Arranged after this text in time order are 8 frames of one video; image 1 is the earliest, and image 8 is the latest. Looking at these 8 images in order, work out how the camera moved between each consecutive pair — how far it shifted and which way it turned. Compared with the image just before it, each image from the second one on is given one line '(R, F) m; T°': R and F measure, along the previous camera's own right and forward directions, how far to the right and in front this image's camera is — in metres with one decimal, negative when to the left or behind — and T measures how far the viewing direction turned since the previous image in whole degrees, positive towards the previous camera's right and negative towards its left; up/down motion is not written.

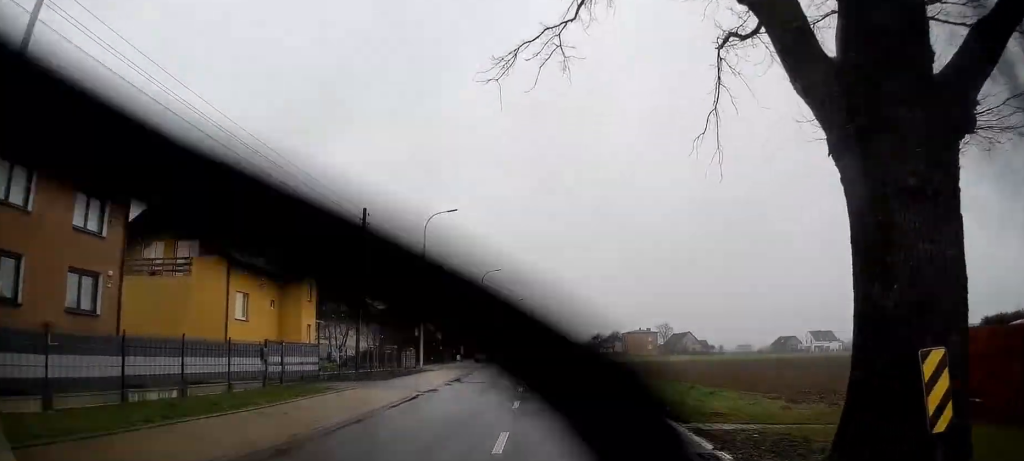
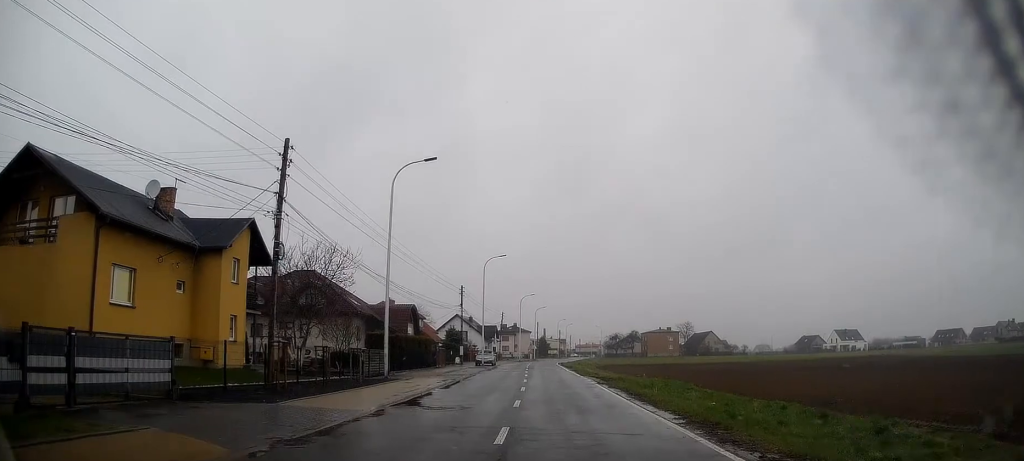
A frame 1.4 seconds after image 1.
(0.0, +11.0) m; -1°
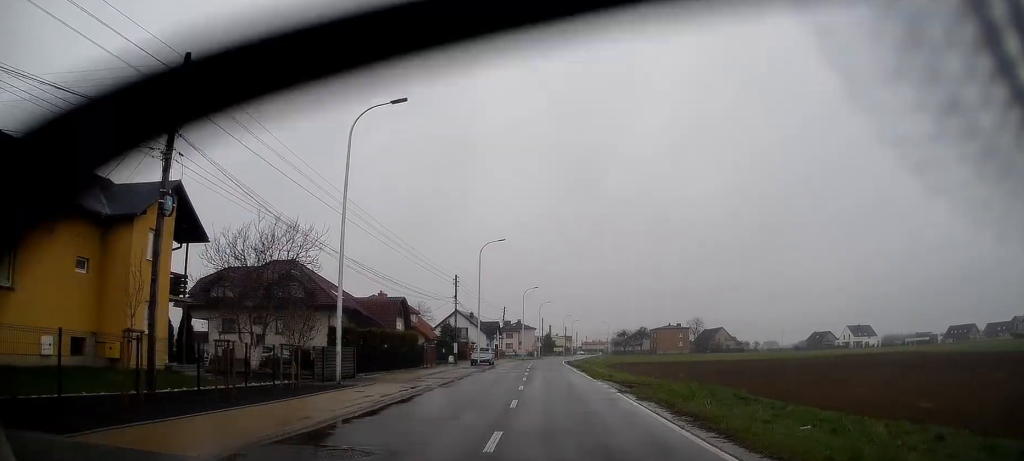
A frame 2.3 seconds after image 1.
(-0.1, +6.6) m; 0°
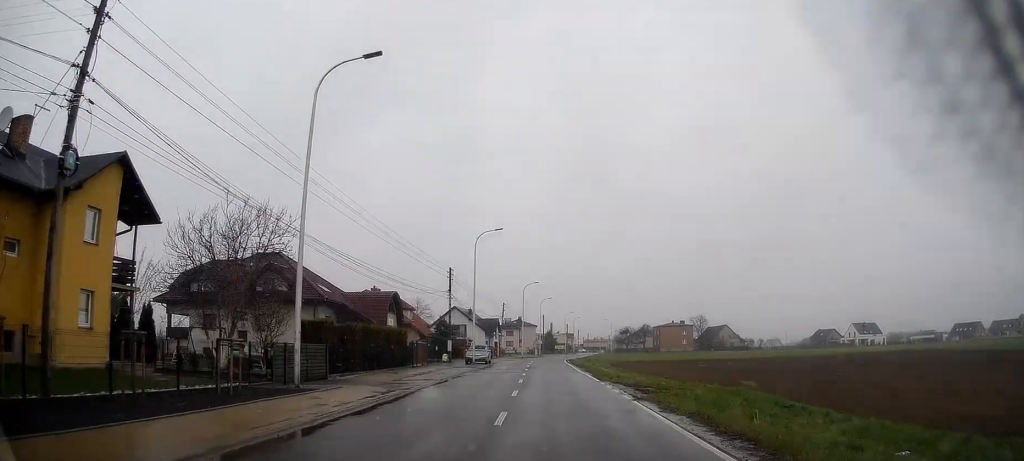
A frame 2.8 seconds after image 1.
(0.0, +3.5) m; 0°
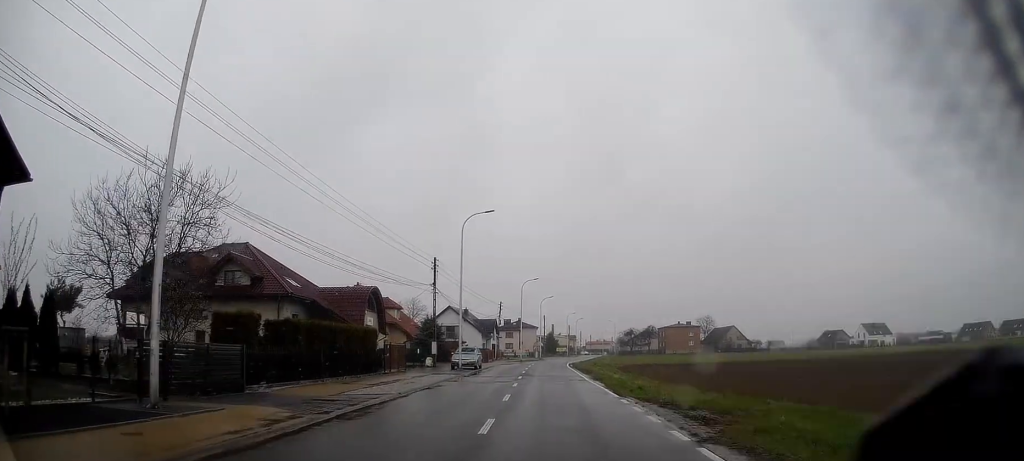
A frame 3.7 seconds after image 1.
(0.0, +7.0) m; -1°
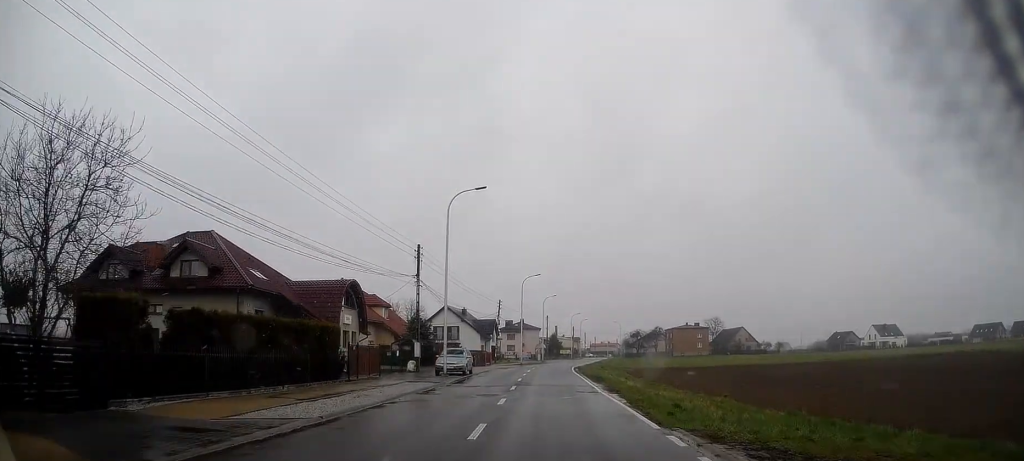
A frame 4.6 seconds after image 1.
(-0.1, +6.7) m; -1°
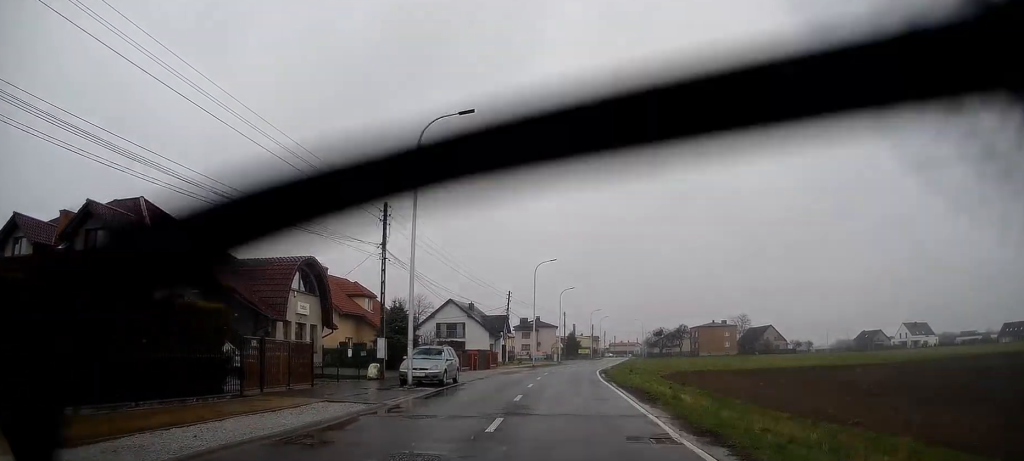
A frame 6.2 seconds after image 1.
(+0.1, +11.3) m; -1°
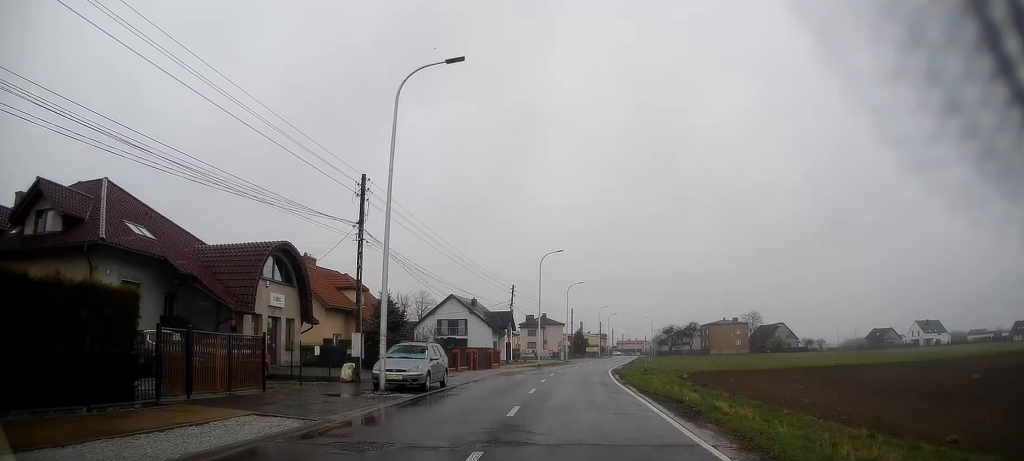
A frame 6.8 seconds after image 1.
(-0.1, +4.2) m; 0°
